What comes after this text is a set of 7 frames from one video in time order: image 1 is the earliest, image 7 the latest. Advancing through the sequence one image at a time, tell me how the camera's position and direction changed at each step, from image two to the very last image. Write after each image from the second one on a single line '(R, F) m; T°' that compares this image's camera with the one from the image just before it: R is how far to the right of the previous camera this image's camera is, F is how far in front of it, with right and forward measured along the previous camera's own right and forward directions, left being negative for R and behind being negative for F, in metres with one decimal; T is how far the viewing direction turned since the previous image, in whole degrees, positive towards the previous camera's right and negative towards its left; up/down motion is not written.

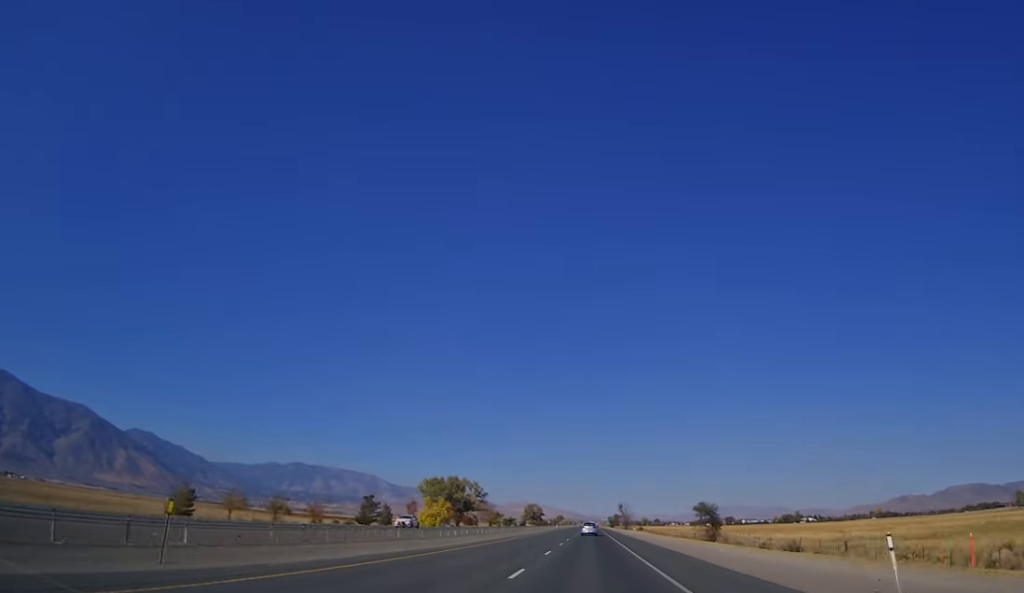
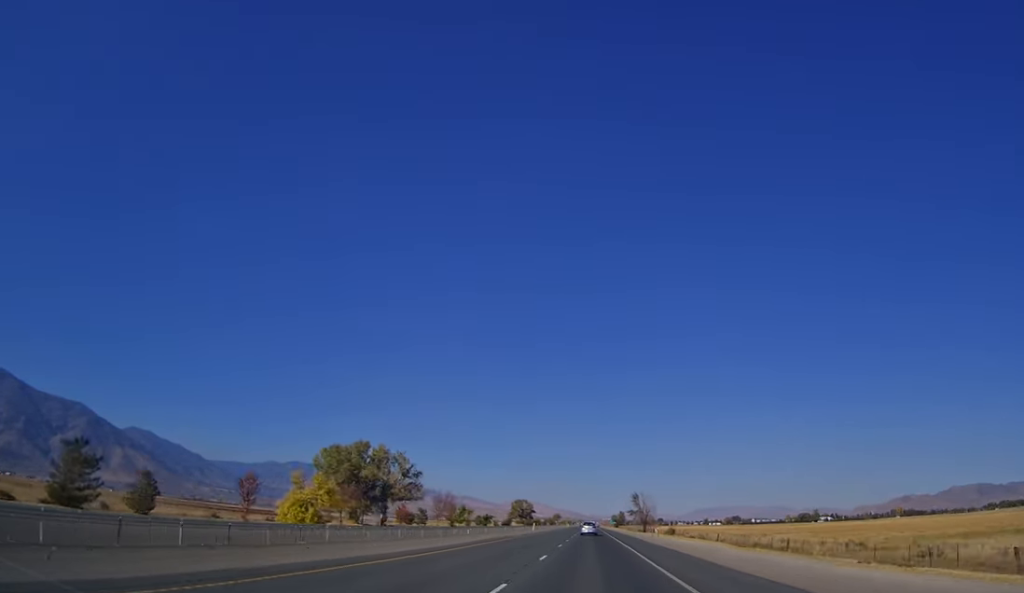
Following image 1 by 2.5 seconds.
(0.0, +77.9) m; 0°
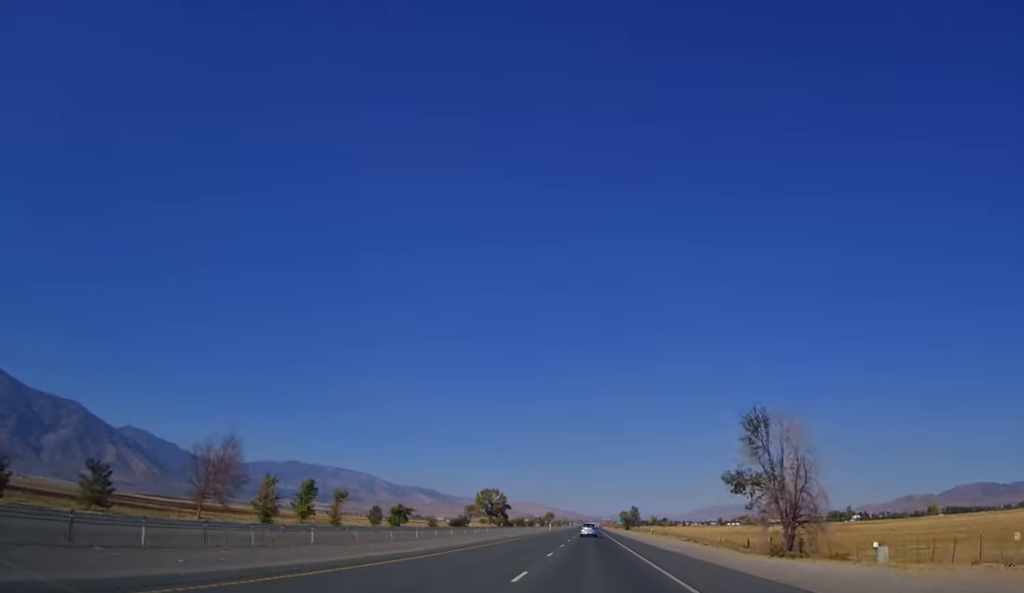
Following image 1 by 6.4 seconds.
(-0.3, +118.1) m; 0°
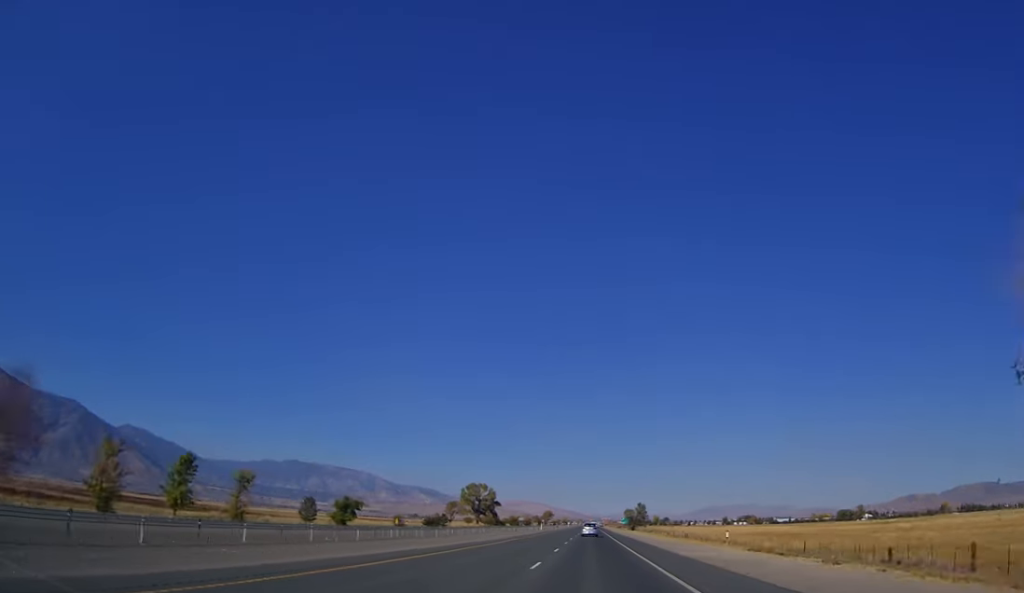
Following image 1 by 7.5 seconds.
(0.0, +32.4) m; 0°
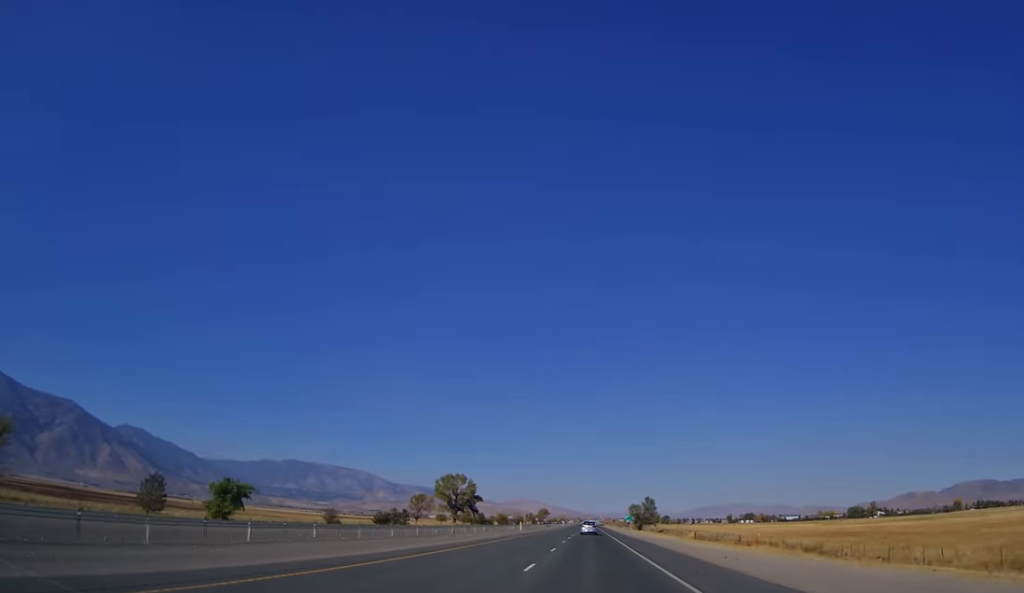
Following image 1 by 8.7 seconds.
(+0.1, +38.3) m; 0°
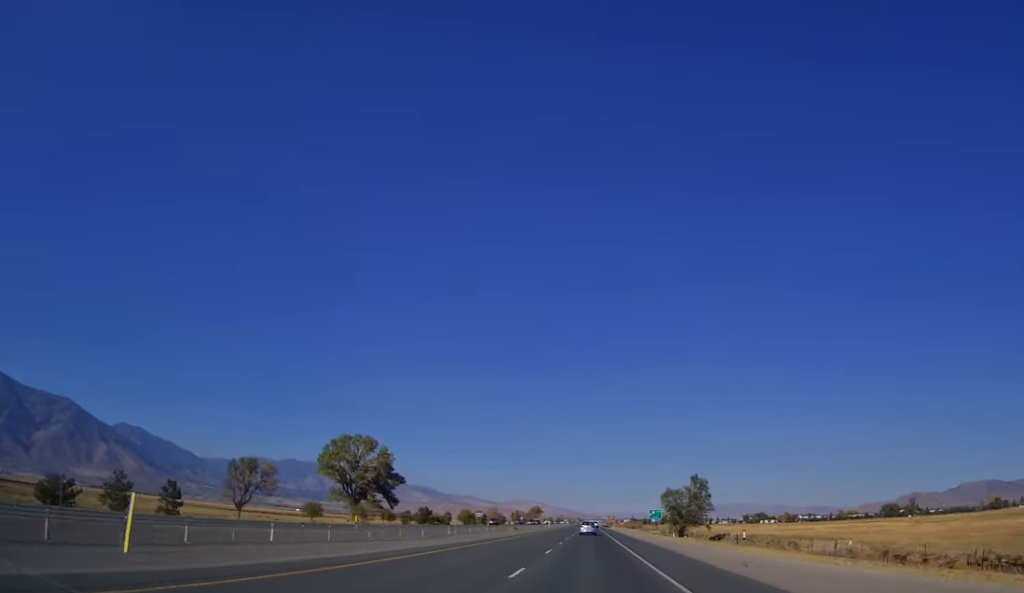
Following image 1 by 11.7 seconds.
(-0.4, +87.9) m; 0°
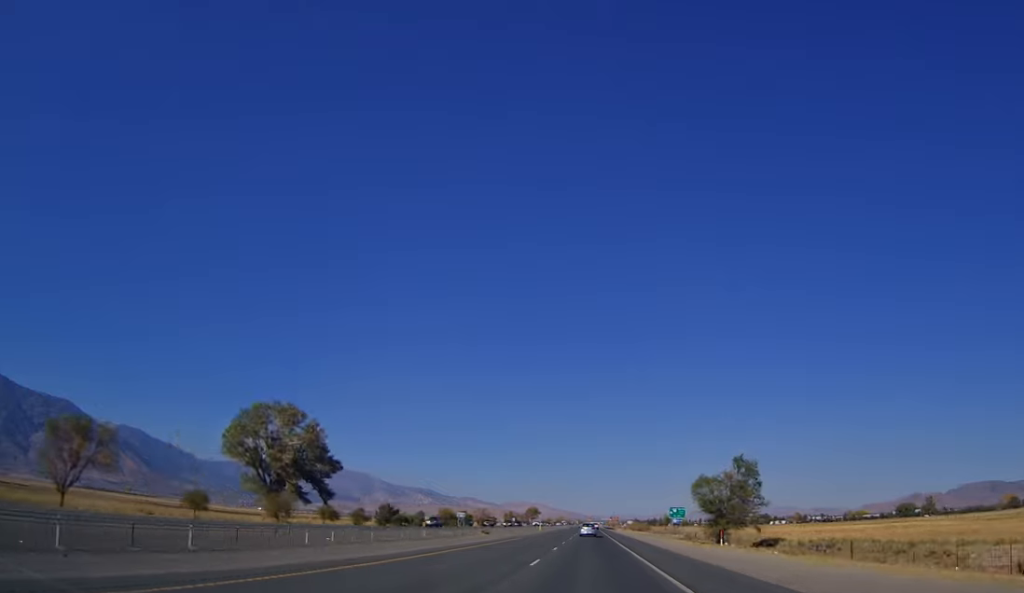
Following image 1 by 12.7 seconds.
(+0.3, +31.8) m; 0°
